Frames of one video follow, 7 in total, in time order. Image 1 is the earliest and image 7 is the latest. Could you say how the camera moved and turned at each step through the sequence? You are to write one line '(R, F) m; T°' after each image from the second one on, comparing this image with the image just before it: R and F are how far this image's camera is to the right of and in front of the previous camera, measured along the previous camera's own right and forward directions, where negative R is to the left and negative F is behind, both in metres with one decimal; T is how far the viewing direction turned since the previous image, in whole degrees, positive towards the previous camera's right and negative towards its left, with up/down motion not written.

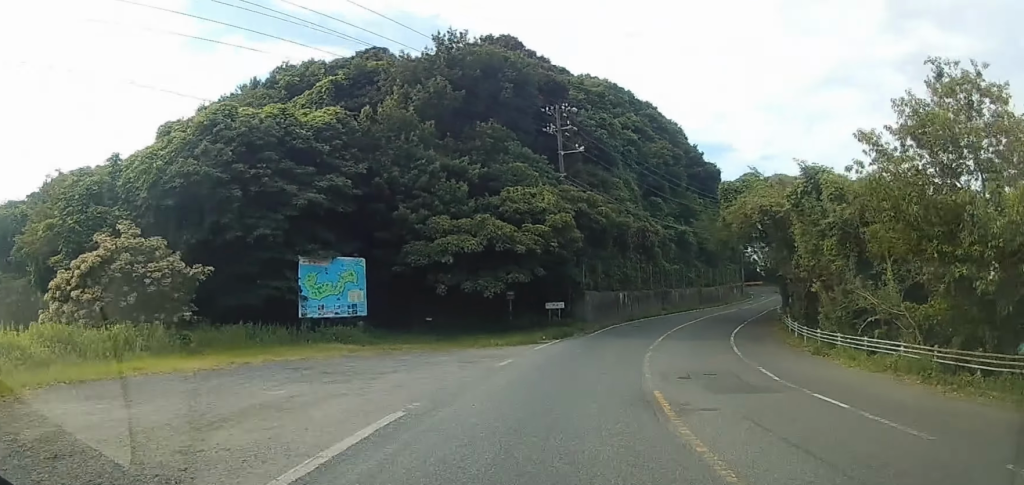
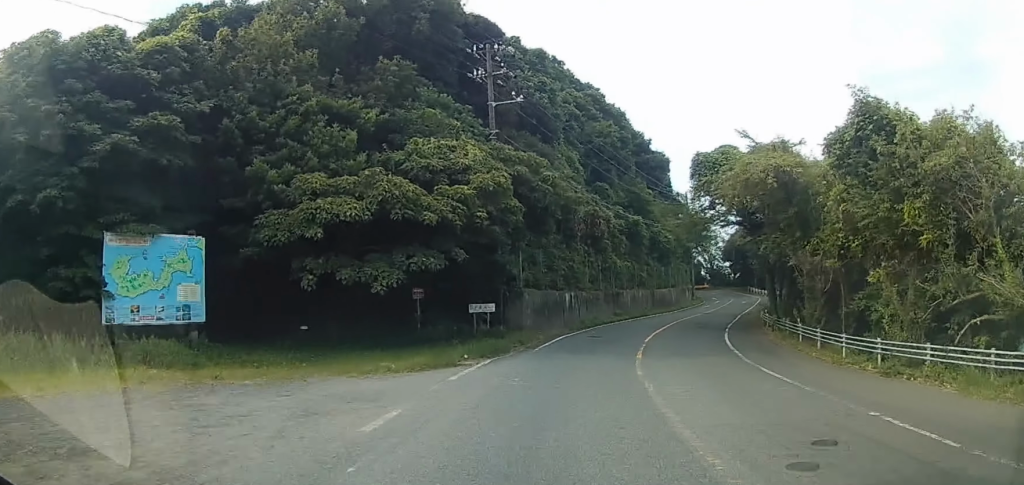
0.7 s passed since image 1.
(+0.3, +8.8) m; +6°
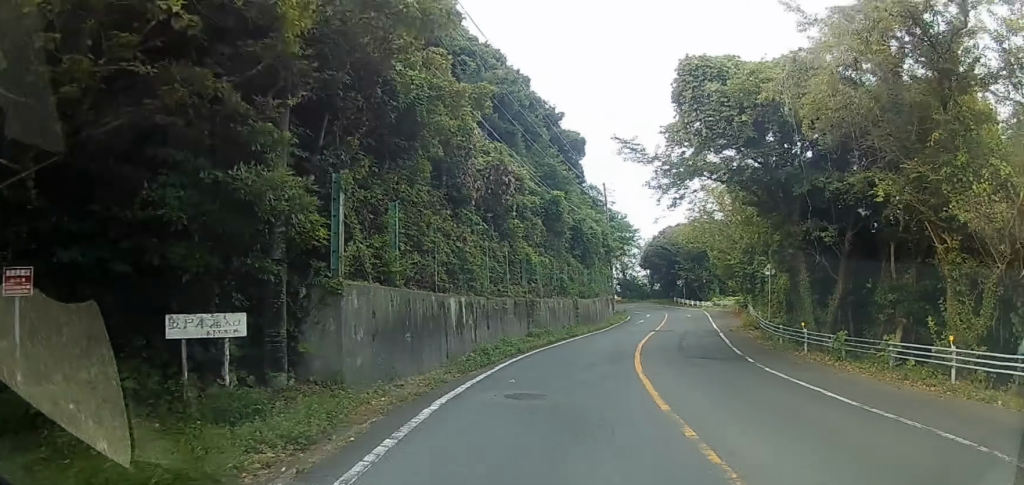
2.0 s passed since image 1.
(+1.4, +14.5) m; +10°
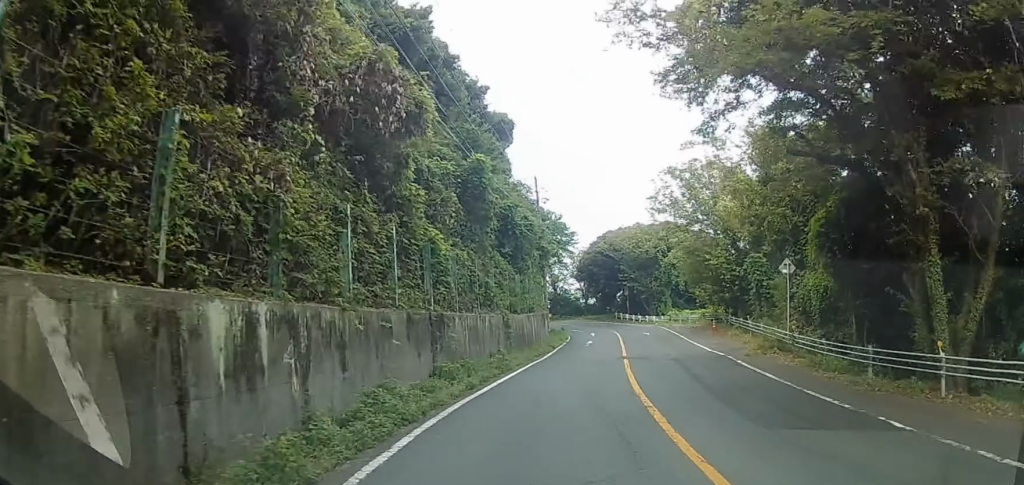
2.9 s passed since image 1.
(+0.4, +10.5) m; +4°
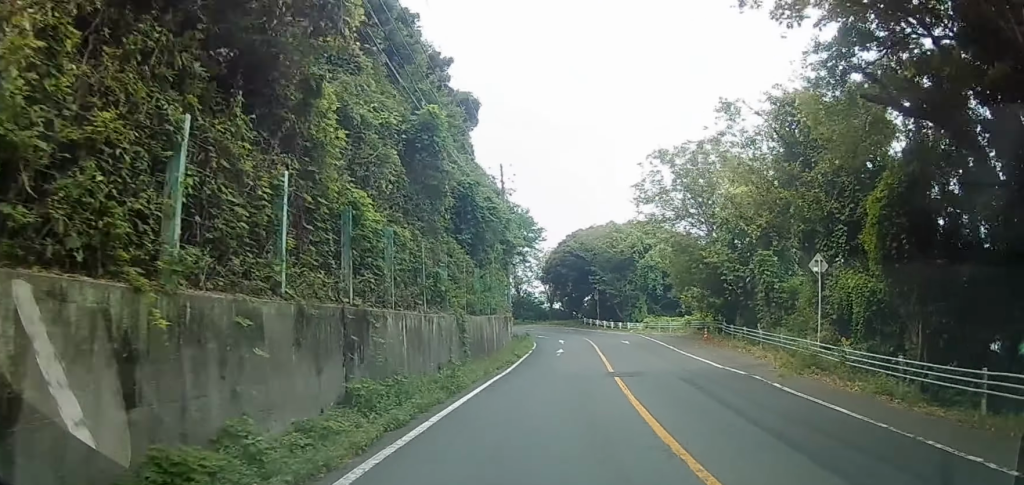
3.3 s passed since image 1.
(+0.1, +4.9) m; +3°
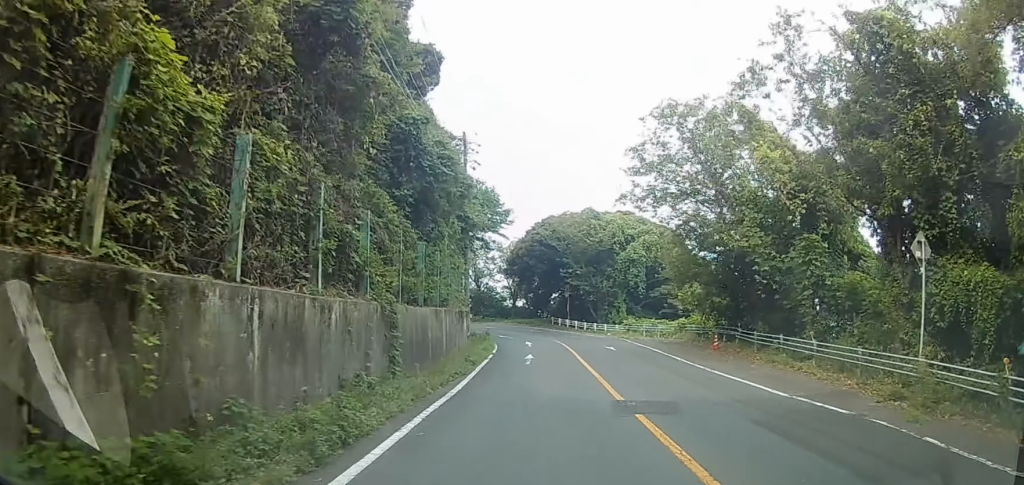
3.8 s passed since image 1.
(0.0, +5.9) m; +4°
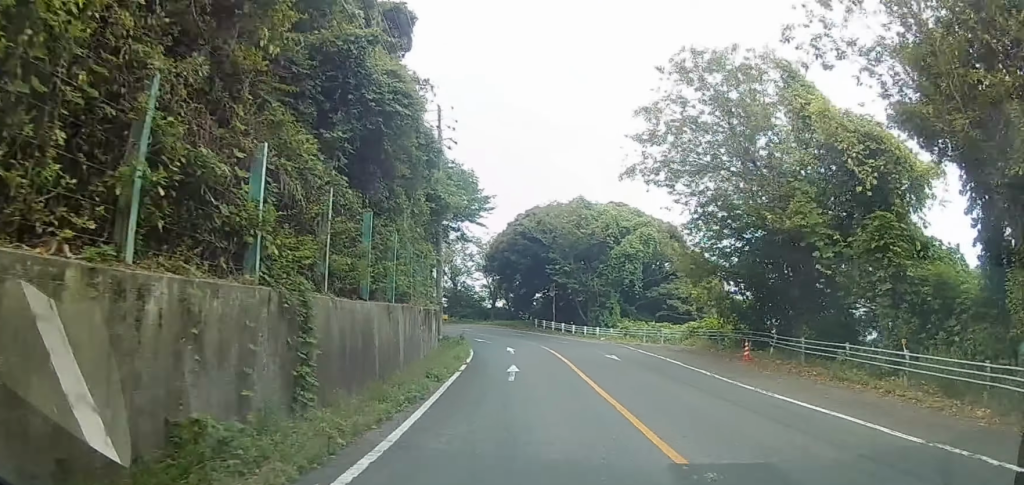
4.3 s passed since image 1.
(+0.2, +4.8) m; +3°
